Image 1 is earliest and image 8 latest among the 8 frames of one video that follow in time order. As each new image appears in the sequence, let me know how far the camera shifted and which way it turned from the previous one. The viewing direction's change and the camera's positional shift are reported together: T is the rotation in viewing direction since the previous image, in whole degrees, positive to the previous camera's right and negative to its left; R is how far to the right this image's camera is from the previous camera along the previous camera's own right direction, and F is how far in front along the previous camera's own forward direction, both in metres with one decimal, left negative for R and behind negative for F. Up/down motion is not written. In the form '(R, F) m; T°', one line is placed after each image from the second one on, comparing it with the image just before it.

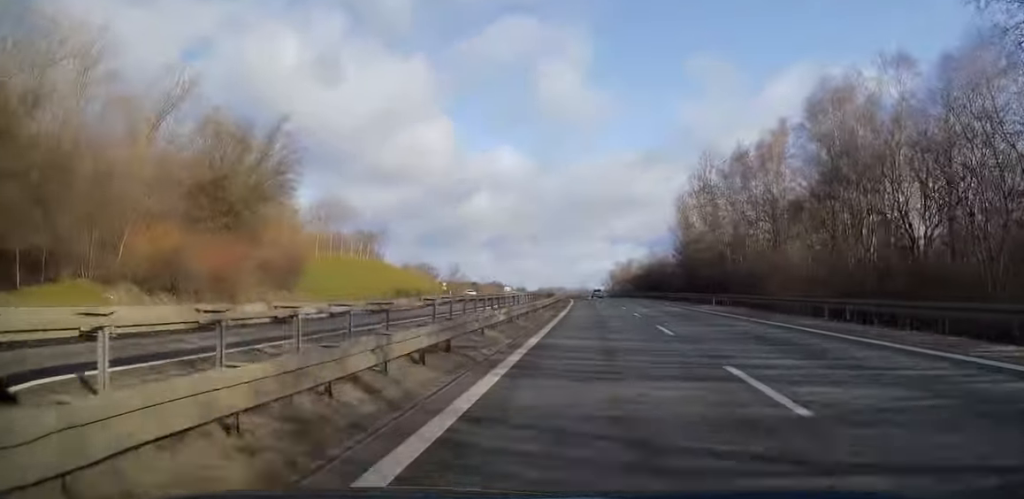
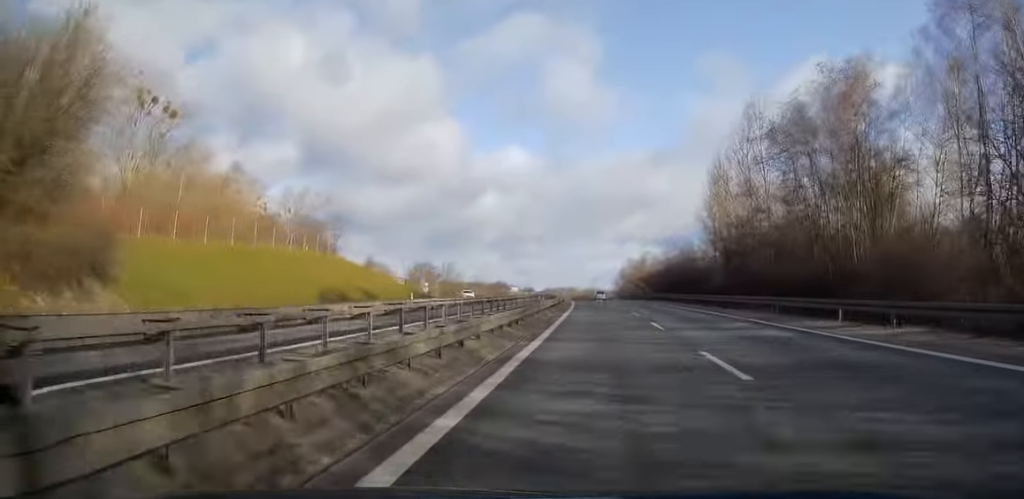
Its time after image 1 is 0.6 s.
(0.0, +21.0) m; -1°
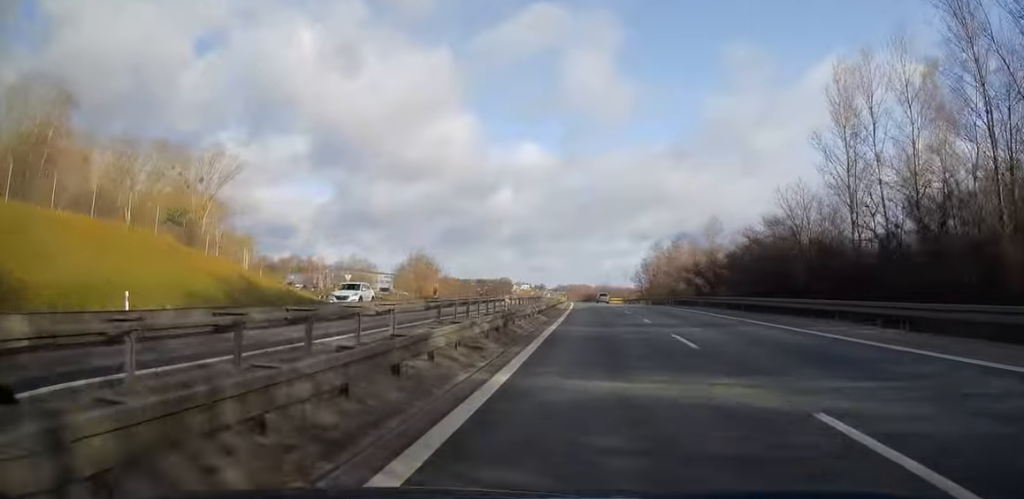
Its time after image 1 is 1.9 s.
(-0.7, +42.7) m; -1°
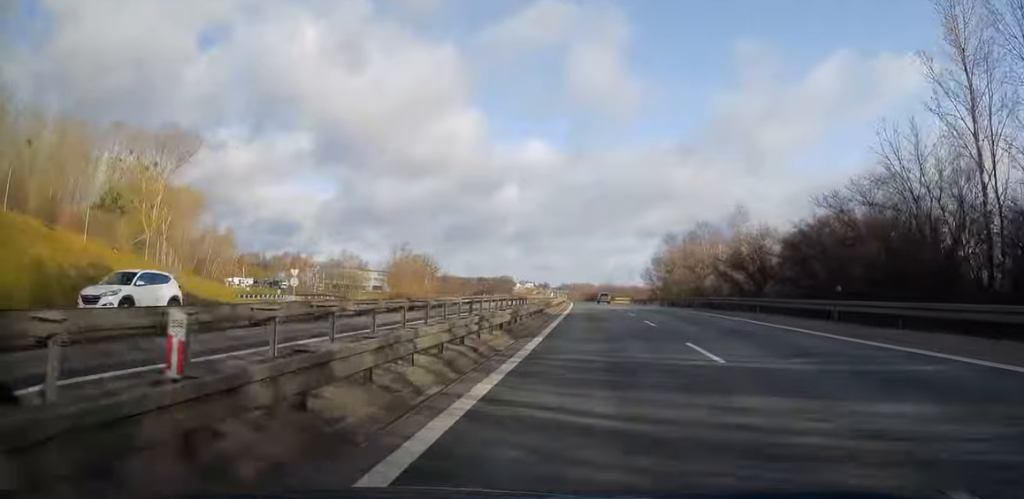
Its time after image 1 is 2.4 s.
(-0.1, +15.0) m; 0°
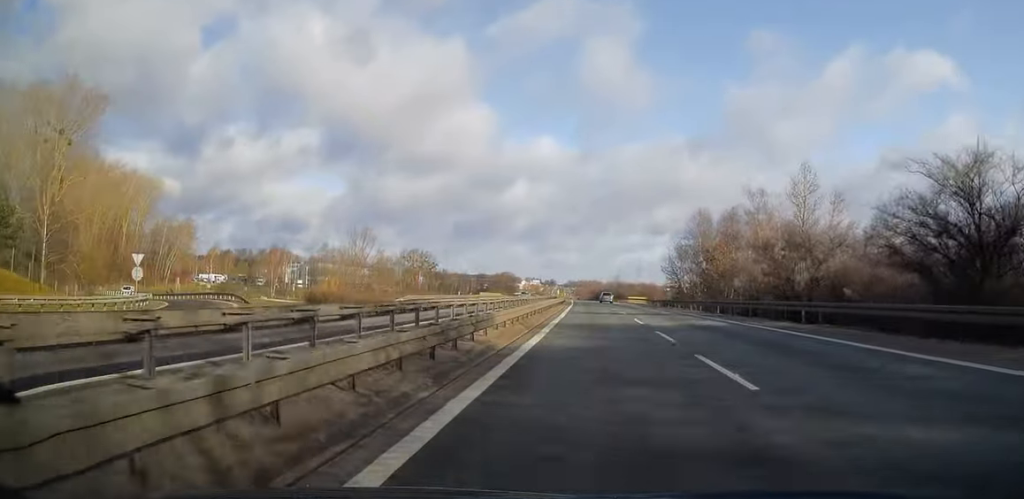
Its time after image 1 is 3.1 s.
(-0.1, +24.5) m; -1°
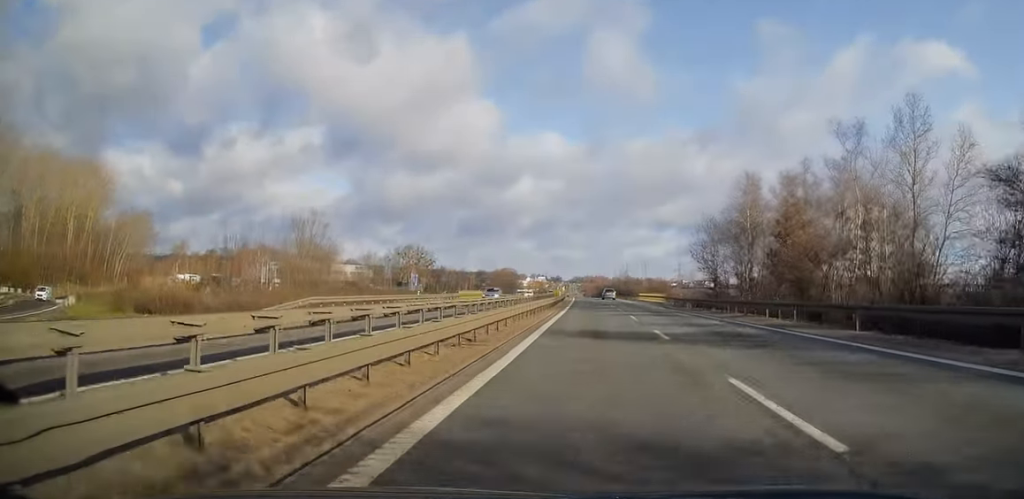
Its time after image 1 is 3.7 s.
(0.0, +21.2) m; -1°
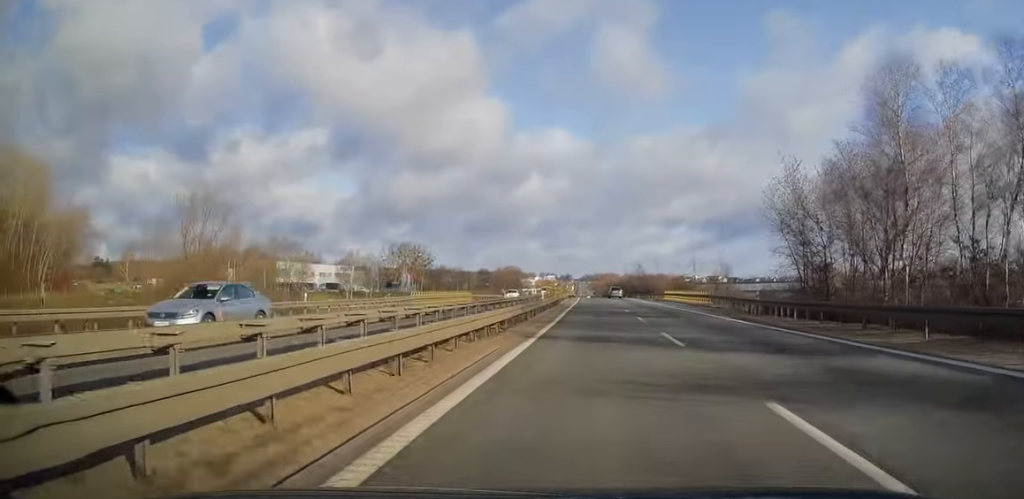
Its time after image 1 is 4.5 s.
(-0.3, +26.2) m; 0°
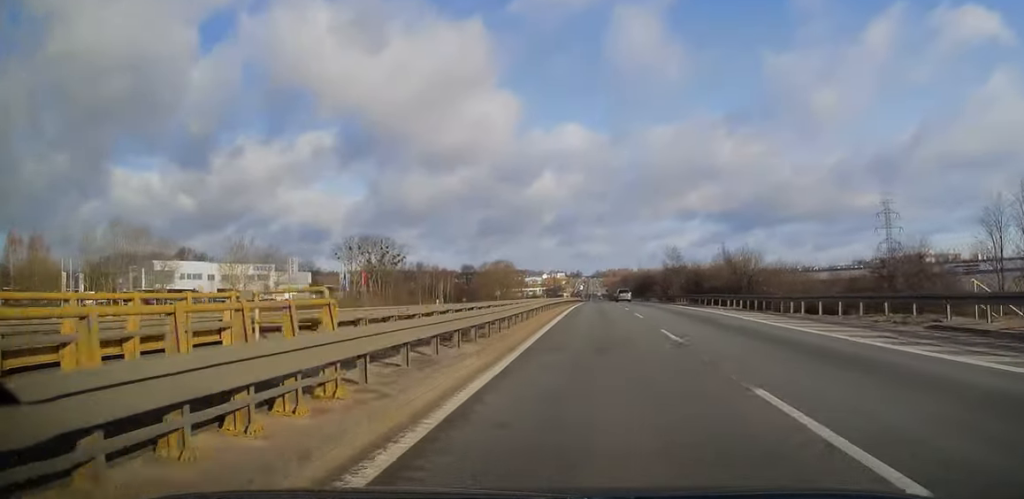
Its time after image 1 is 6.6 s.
(-0.4, +71.6) m; -1°
